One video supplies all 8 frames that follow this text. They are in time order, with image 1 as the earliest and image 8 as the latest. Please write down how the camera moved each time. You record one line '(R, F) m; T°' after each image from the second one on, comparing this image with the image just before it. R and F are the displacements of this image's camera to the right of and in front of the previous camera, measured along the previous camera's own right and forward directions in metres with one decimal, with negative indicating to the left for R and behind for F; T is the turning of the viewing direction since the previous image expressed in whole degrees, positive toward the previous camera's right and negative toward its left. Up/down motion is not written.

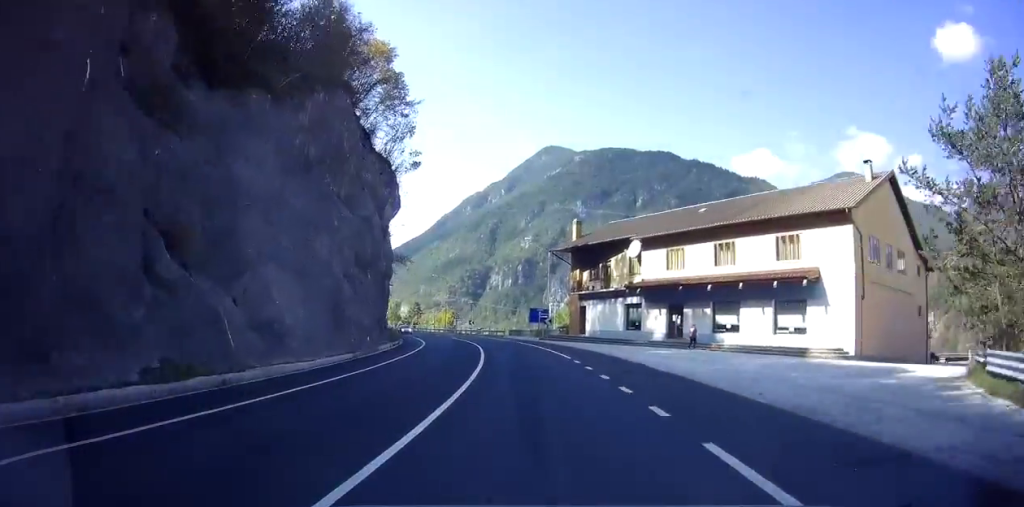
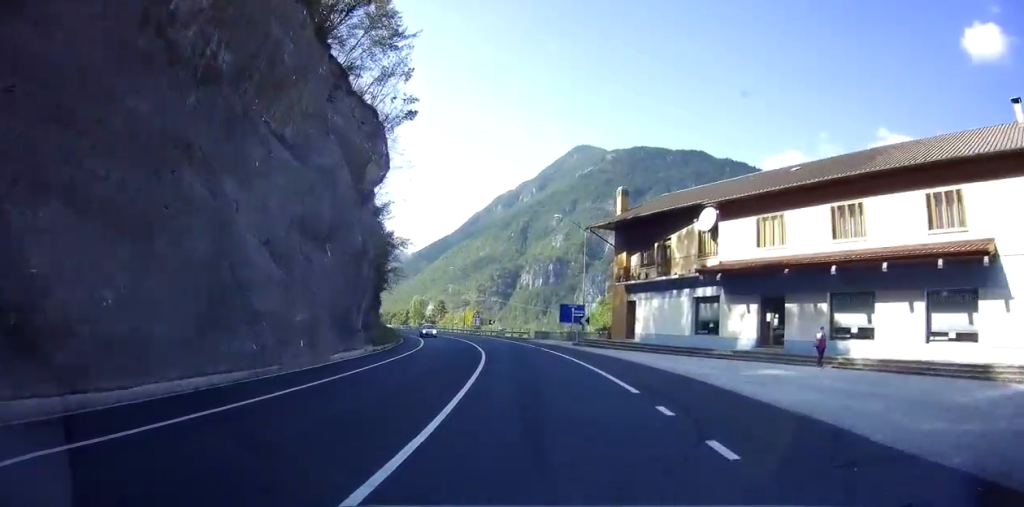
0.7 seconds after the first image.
(-0.1, +11.7) m; -4°
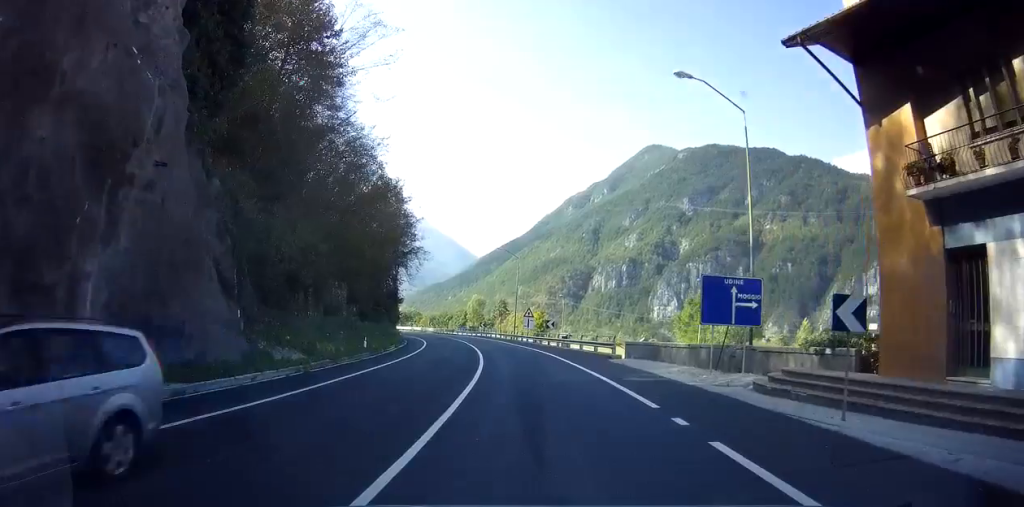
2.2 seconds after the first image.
(-2.0, +25.9) m; -7°
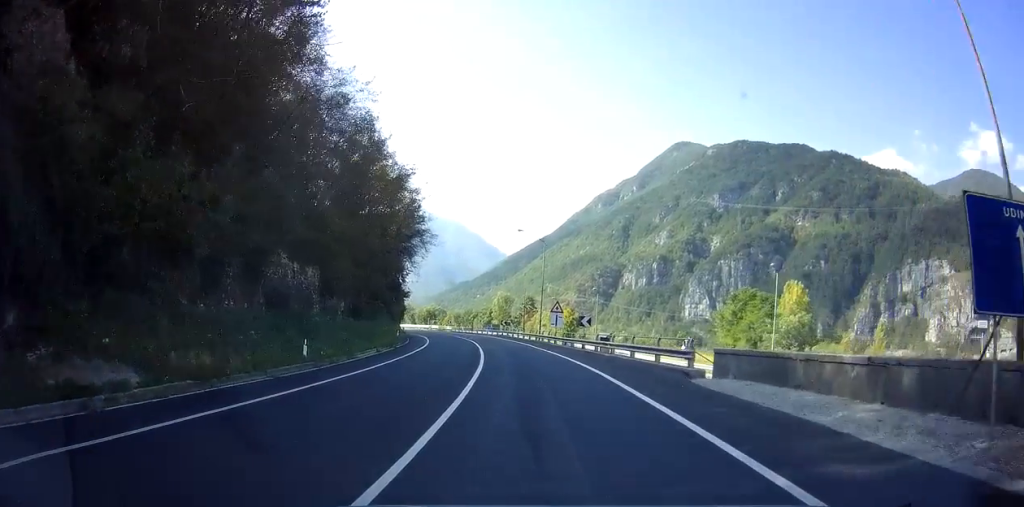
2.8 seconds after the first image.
(0.0, +10.4) m; -3°
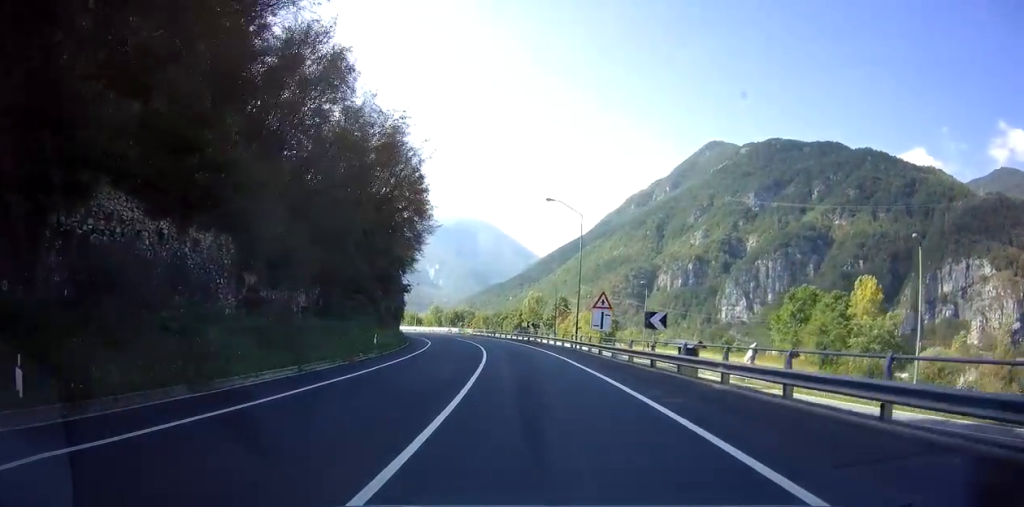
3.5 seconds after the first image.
(-0.6, +12.8) m; -5°
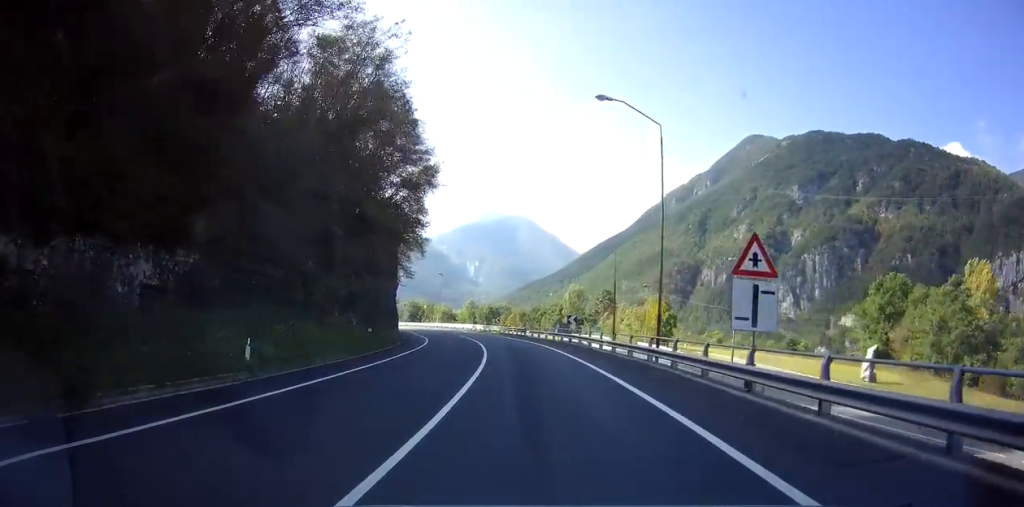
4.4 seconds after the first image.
(-0.8, +16.7) m; -4°
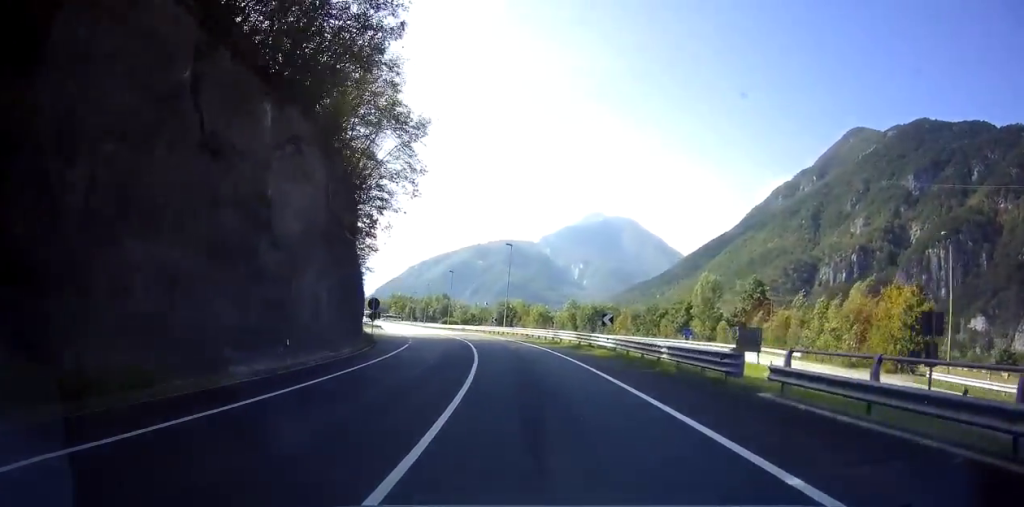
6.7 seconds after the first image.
(-3.5, +41.8) m; -12°
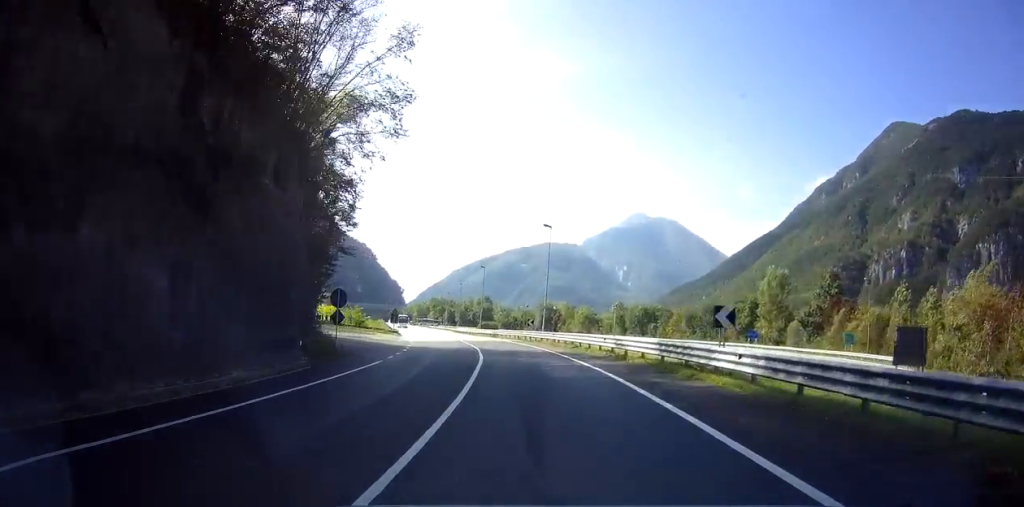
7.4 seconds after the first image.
(-1.0, +13.3) m; -4°
